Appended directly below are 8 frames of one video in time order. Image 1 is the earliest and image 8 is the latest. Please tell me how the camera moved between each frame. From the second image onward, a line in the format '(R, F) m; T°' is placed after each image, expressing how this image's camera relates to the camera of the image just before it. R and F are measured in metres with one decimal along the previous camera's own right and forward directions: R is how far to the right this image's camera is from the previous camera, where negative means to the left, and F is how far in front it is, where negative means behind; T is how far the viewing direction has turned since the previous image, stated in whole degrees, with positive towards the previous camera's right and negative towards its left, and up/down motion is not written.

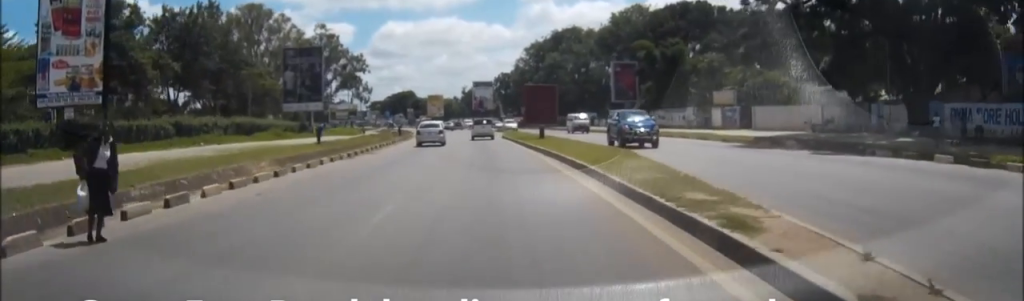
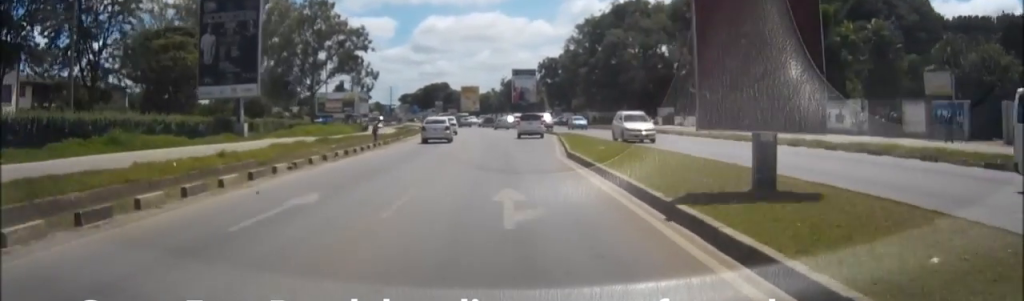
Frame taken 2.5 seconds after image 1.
(0.0, +35.0) m; 0°
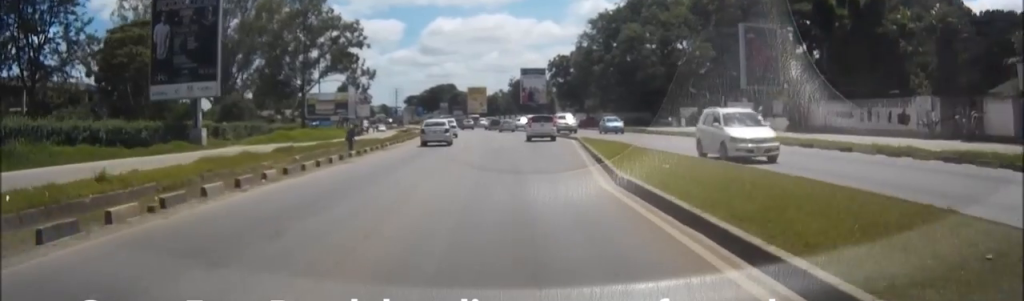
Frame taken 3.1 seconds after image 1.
(0.0, +9.2) m; 0°
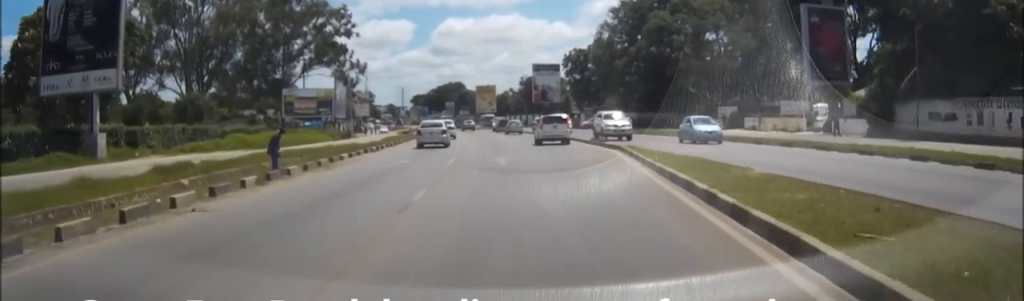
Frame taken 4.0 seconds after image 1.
(0.0, +13.2) m; 0°
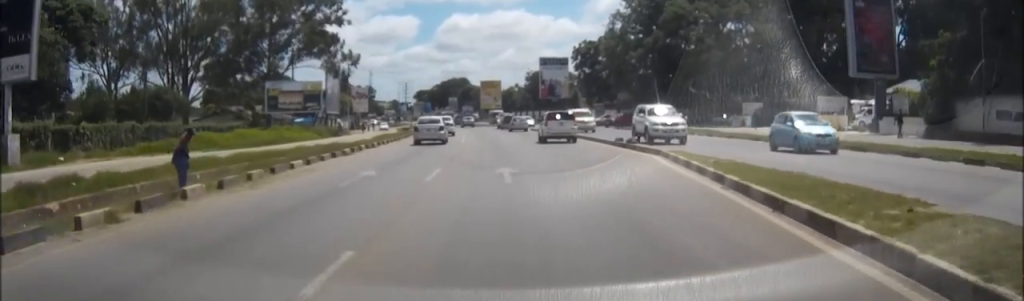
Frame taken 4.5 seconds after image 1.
(0.0, +7.4) m; 0°
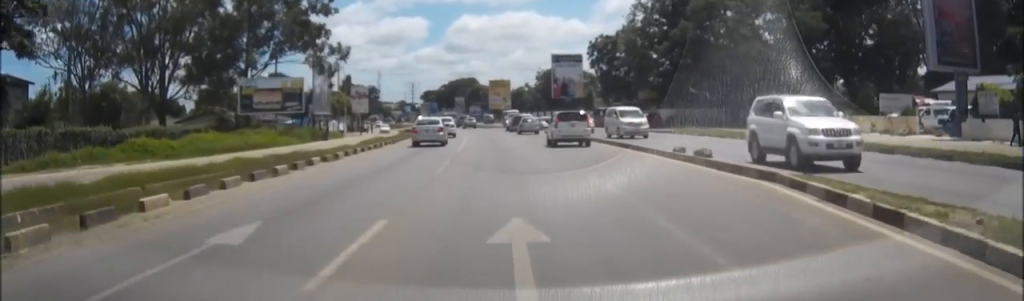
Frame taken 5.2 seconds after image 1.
(0.0, +9.9) m; 0°
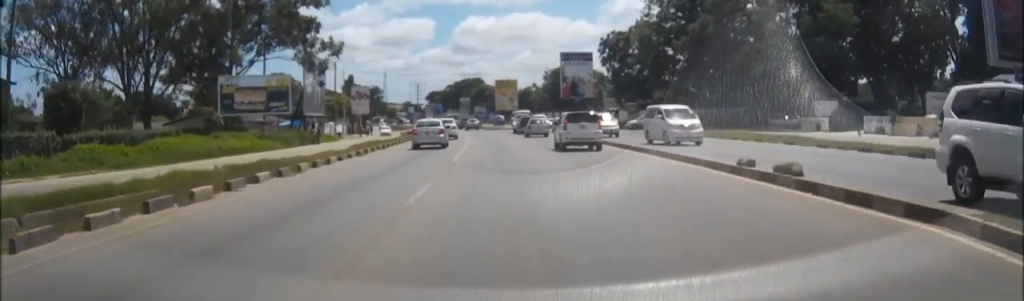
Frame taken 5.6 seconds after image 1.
(0.0, +5.9) m; 0°
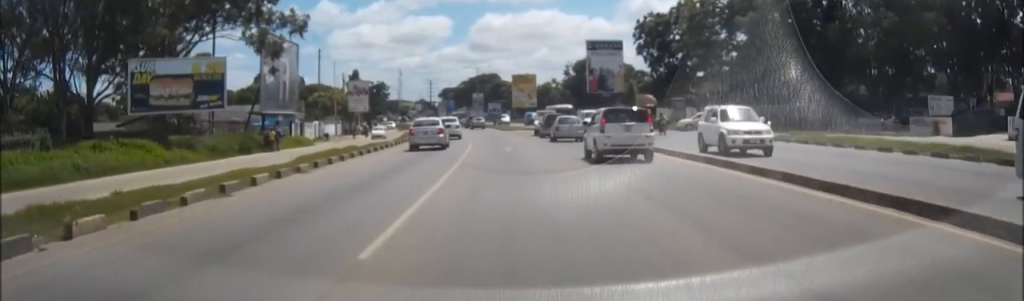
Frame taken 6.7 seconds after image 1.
(0.0, +16.8) m; 0°
